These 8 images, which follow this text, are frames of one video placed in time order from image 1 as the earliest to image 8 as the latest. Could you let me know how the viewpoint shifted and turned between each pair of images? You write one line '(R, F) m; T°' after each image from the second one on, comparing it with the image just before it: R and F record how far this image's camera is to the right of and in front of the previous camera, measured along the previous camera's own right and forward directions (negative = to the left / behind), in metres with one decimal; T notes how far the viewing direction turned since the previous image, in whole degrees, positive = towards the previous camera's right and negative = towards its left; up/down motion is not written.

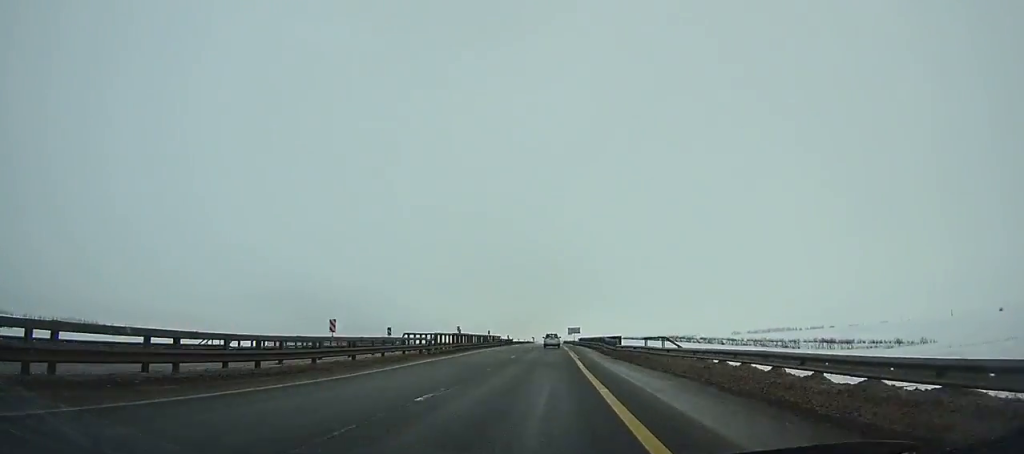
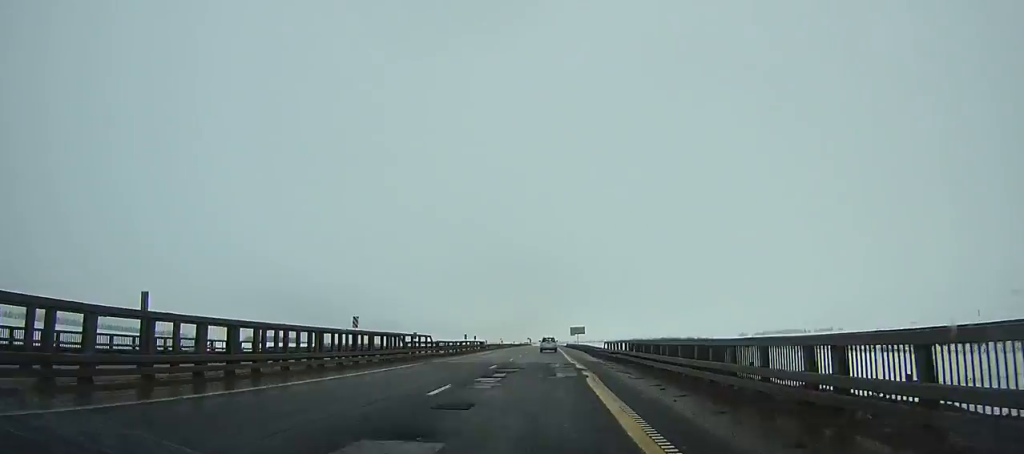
(+0.1, +51.4) m; 0°
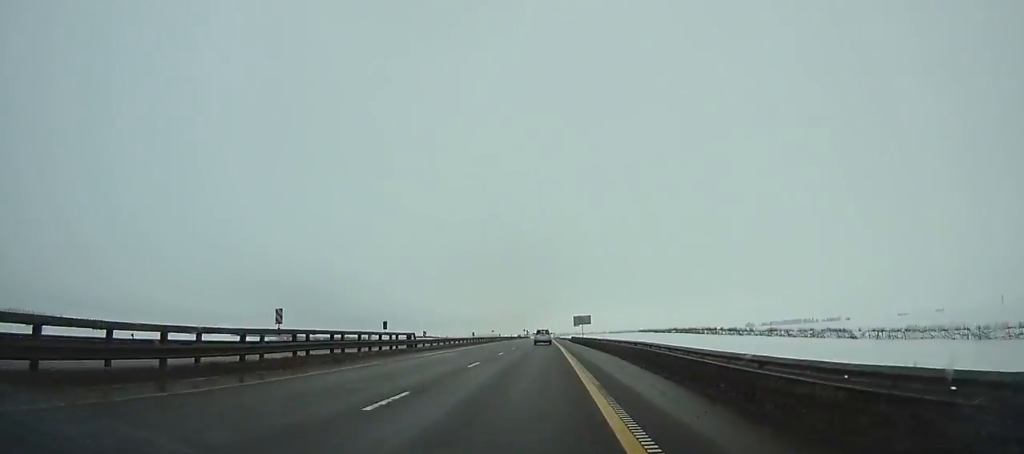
(-0.2, +40.0) m; 0°
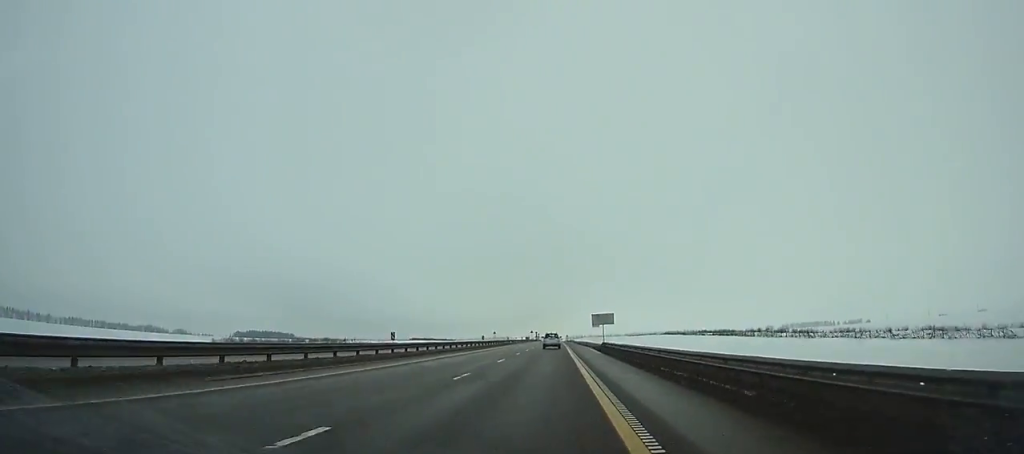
(0.0, +40.1) m; 0°
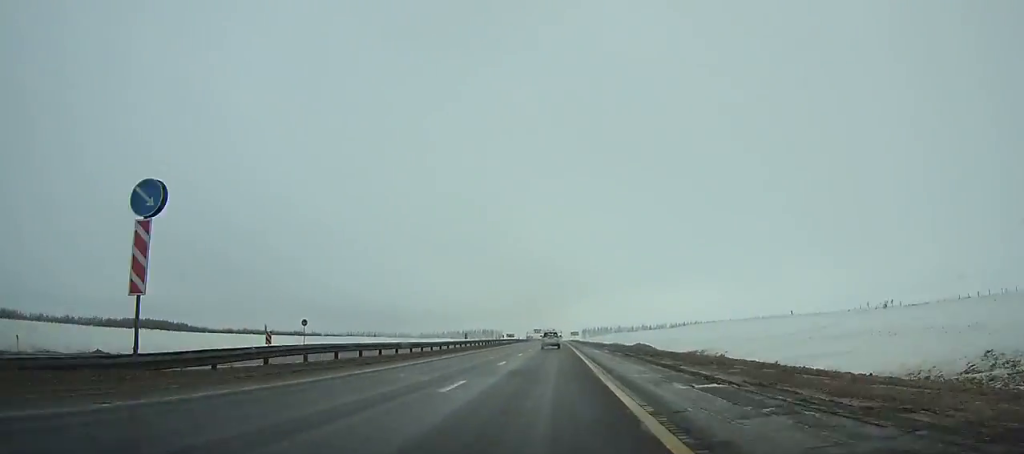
(-3.4, +329.0) m; -1°
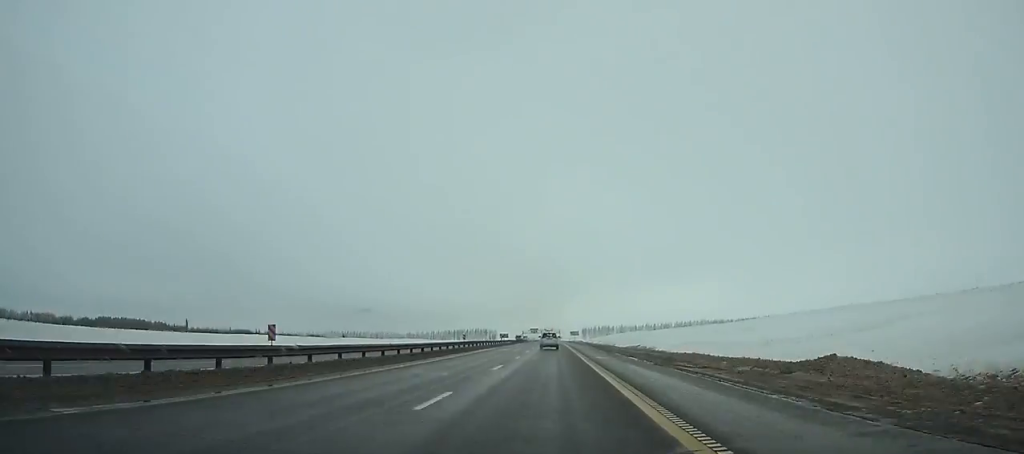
(-0.1, +38.0) m; 0°
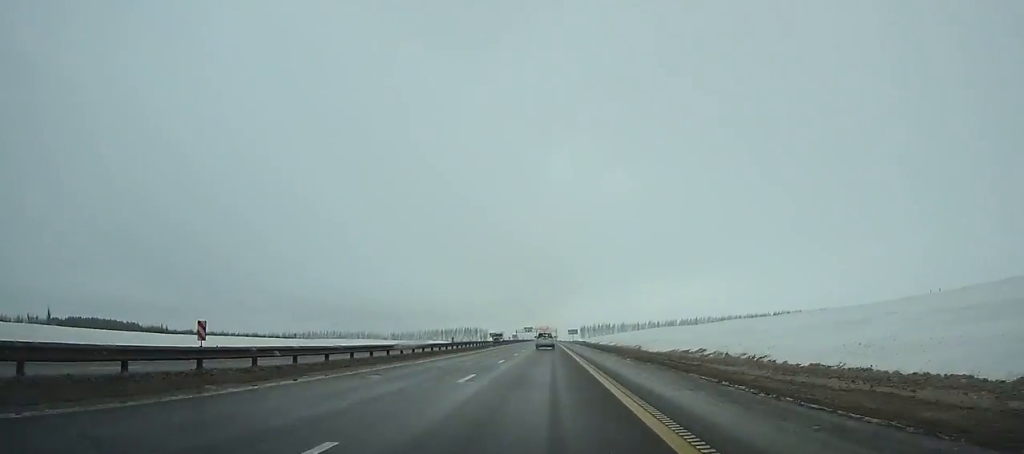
(0.0, +43.5) m; 0°
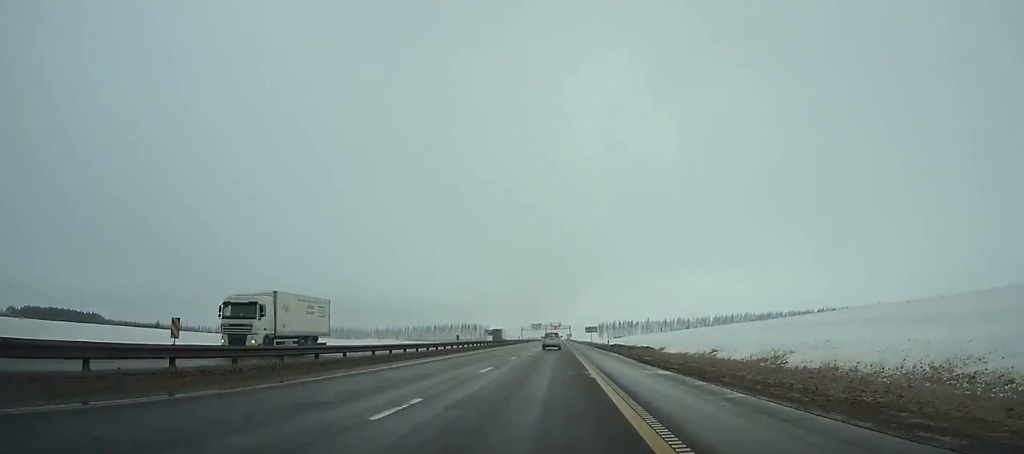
(0.0, +78.1) m; 0°
